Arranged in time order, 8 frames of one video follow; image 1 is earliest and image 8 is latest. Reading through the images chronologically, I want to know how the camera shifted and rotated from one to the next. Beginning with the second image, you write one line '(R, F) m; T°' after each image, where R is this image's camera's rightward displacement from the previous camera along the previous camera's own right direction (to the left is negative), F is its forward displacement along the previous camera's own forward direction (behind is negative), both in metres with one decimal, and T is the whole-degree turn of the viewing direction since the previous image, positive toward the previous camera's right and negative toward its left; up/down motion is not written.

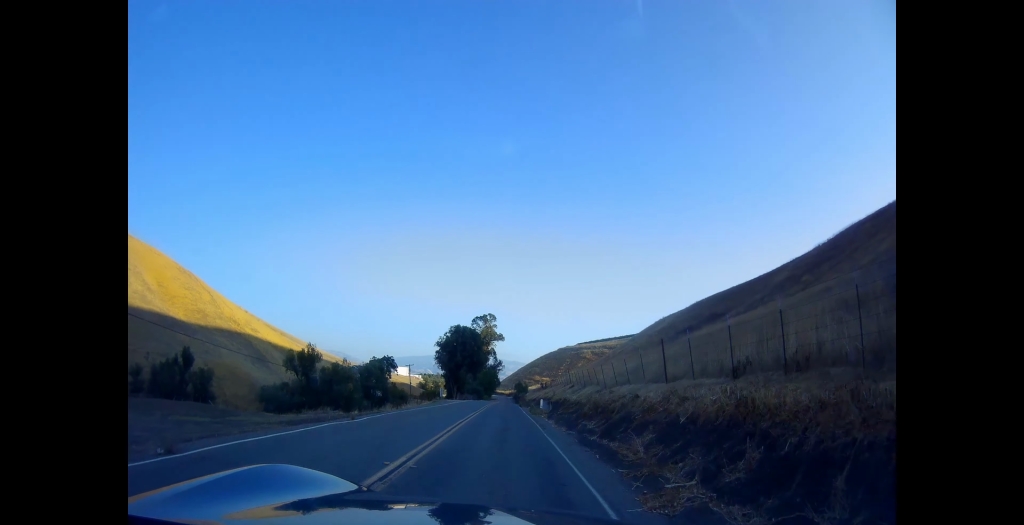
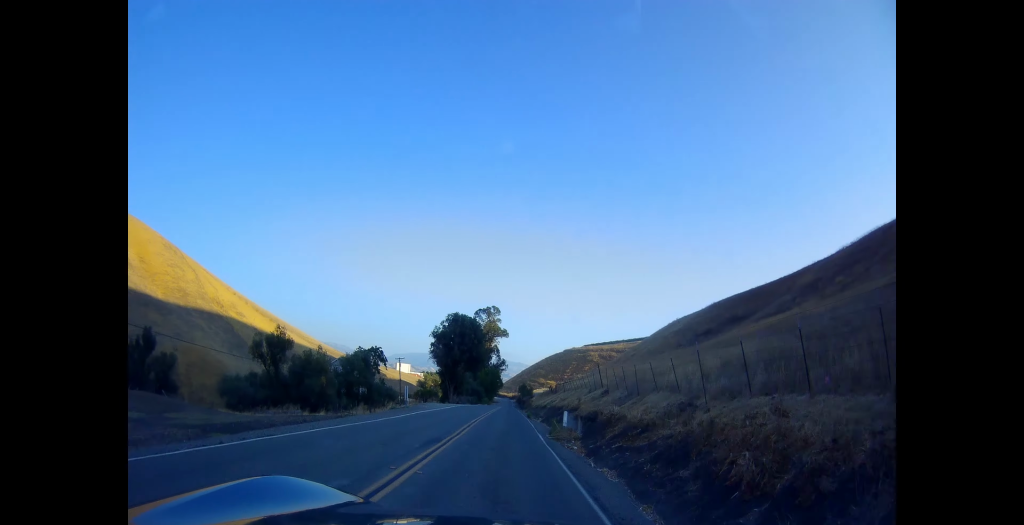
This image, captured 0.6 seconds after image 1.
(0.0, +15.3) m; 0°
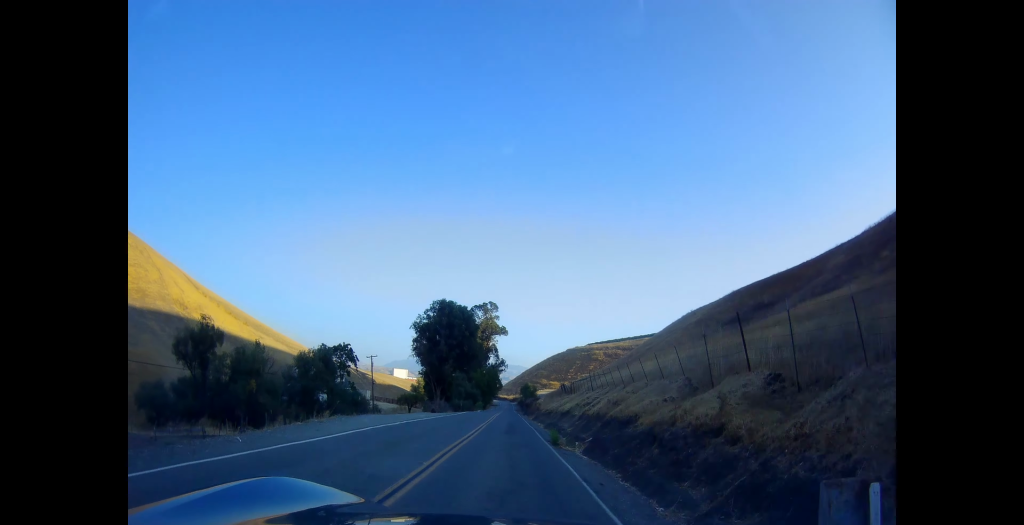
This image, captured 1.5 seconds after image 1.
(0.0, +22.5) m; -1°
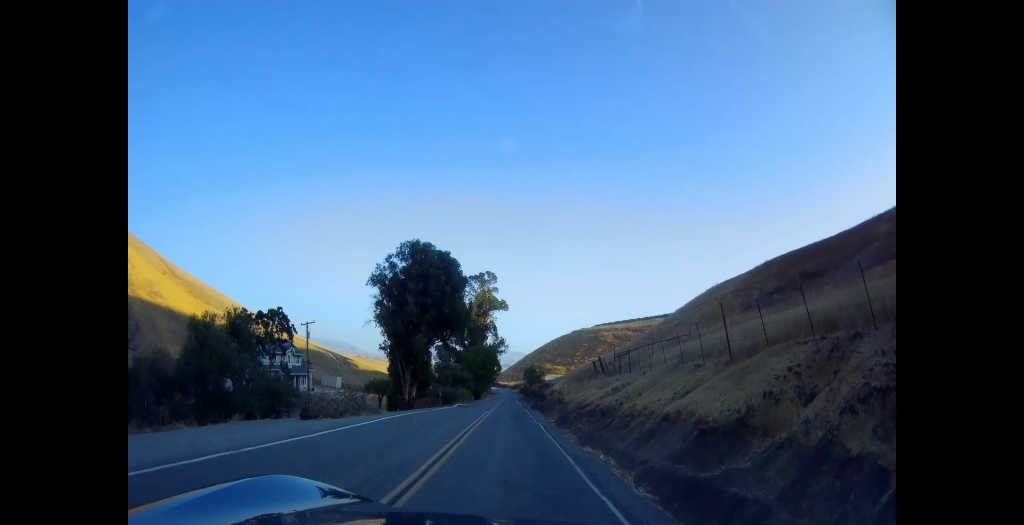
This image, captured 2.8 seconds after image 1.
(-0.3, +29.5) m; 0°
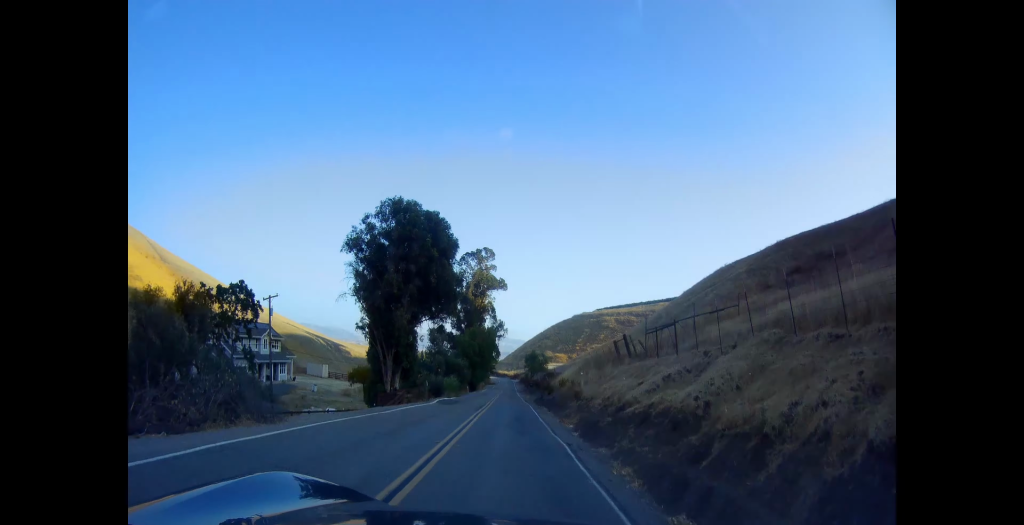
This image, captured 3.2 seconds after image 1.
(0.0, +10.1) m; 0°
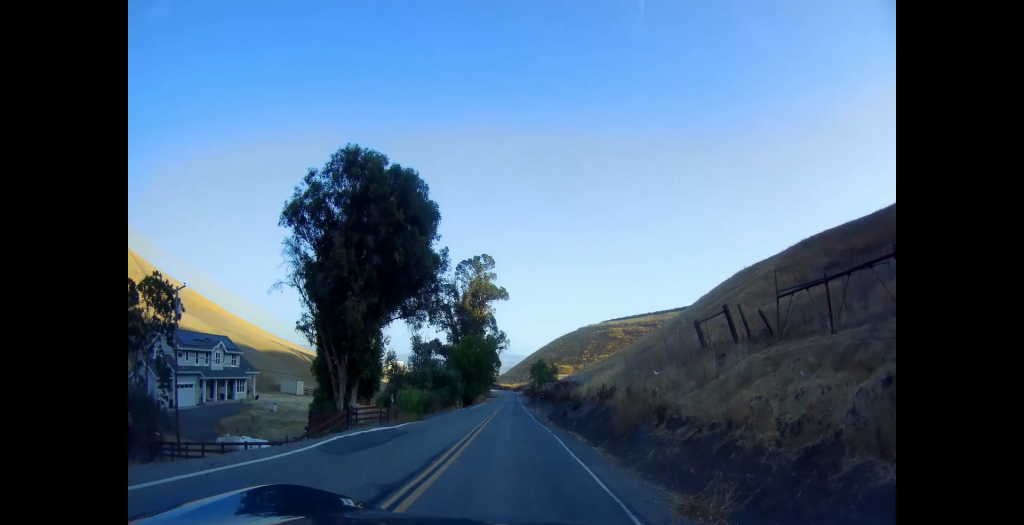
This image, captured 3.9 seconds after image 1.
(+0.3, +17.1) m; +1°
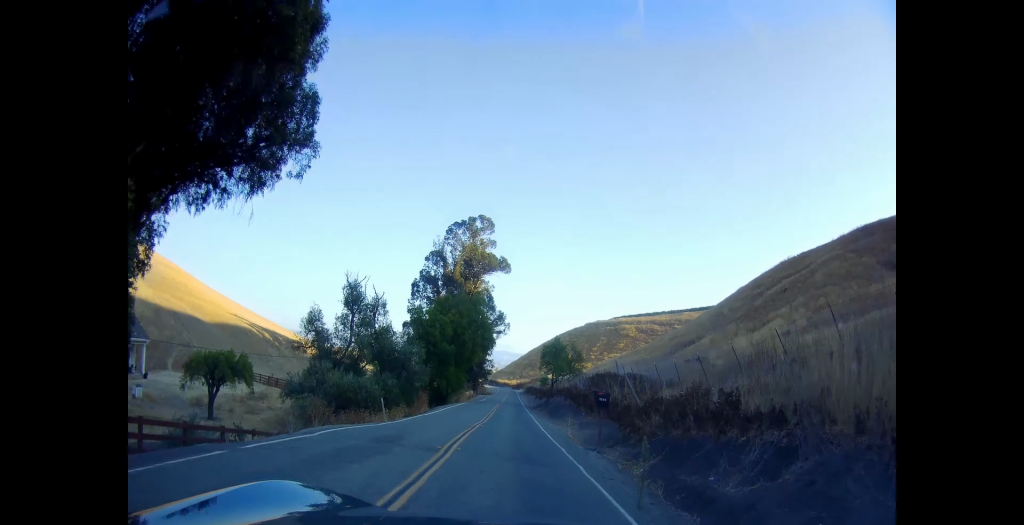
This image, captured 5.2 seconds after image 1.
(0.0, +31.1) m; 0°
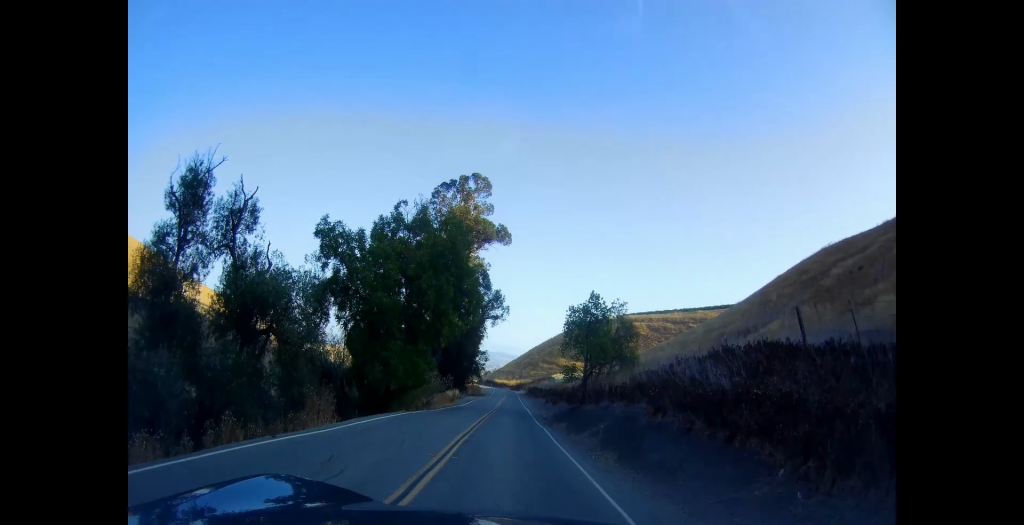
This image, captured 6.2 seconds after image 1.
(0.0, +24.9) m; +1°
